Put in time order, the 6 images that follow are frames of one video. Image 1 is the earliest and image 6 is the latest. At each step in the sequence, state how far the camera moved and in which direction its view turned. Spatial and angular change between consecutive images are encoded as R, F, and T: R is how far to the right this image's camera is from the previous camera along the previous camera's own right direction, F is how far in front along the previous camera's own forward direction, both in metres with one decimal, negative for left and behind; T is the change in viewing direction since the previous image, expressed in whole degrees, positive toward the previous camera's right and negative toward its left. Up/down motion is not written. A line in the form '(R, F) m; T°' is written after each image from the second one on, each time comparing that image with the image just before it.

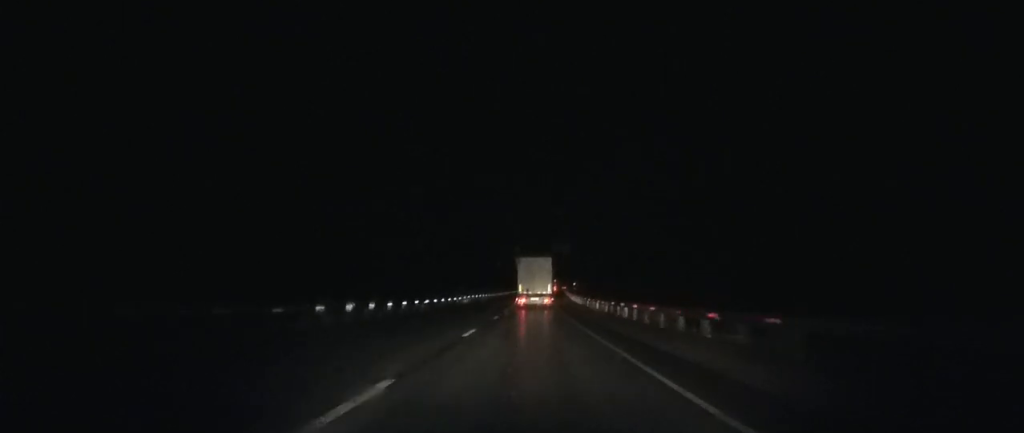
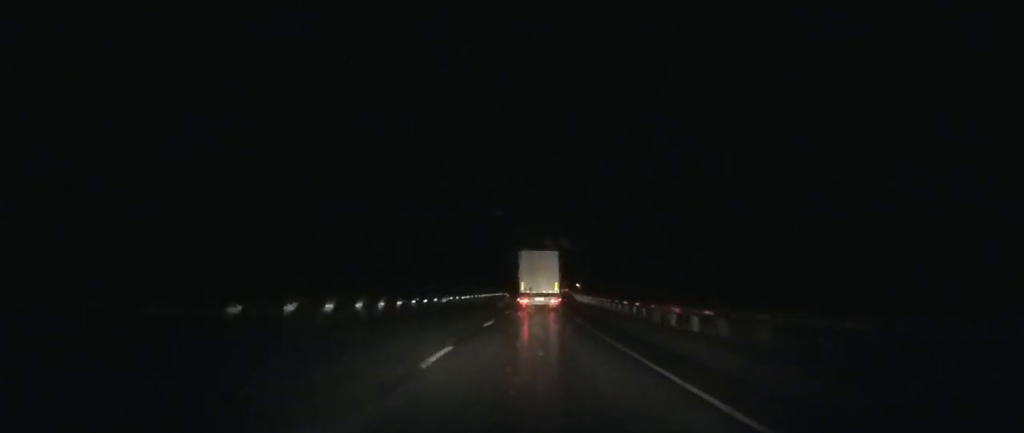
(+0.4, +69.5) m; +1°
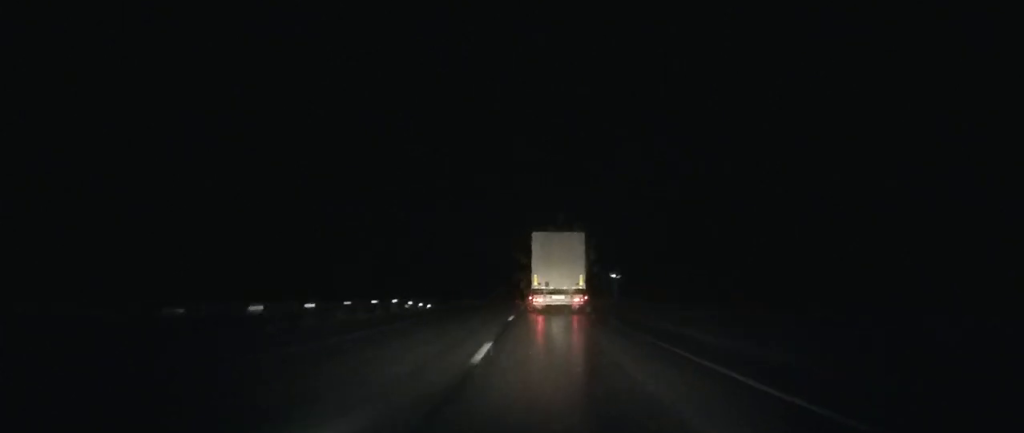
(+1.5, +94.7) m; +2°
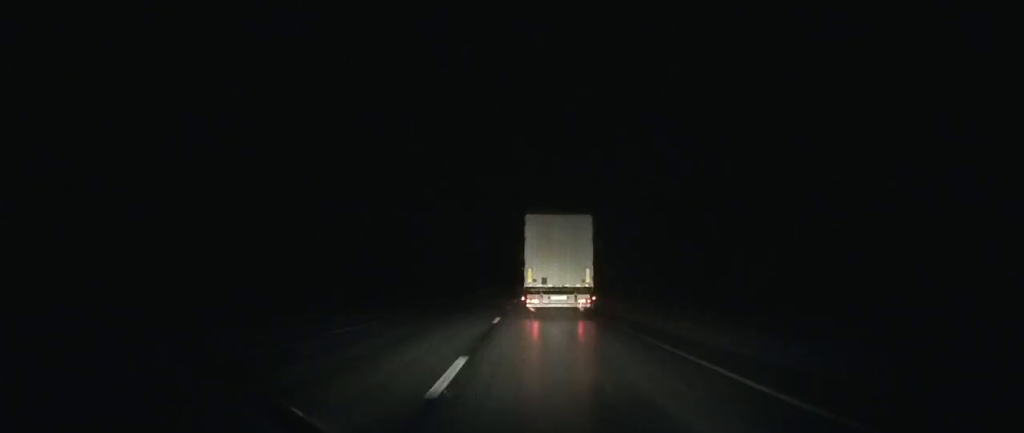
(+1.3, +74.4) m; +2°
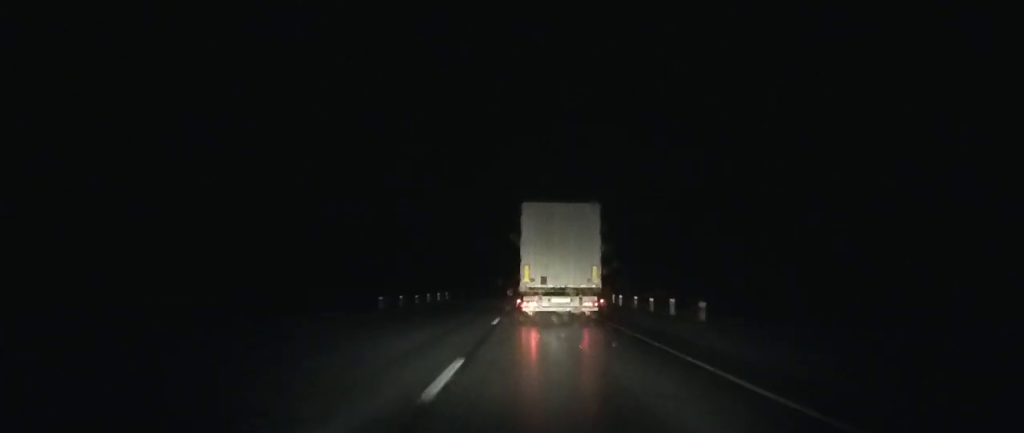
(+0.8, +58.8) m; +1°
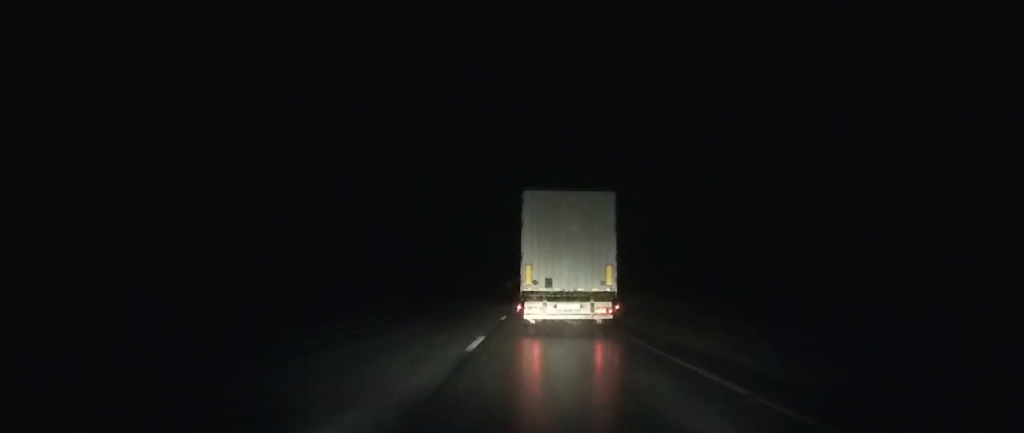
(+2.5, +137.5) m; +2°
